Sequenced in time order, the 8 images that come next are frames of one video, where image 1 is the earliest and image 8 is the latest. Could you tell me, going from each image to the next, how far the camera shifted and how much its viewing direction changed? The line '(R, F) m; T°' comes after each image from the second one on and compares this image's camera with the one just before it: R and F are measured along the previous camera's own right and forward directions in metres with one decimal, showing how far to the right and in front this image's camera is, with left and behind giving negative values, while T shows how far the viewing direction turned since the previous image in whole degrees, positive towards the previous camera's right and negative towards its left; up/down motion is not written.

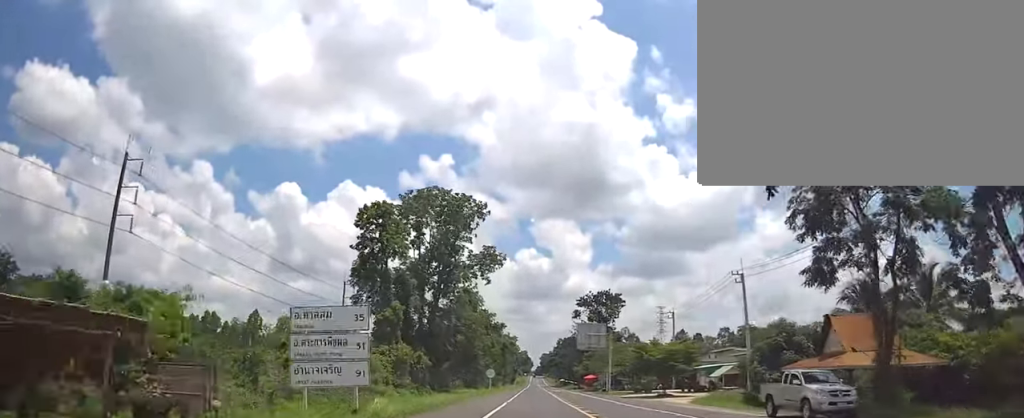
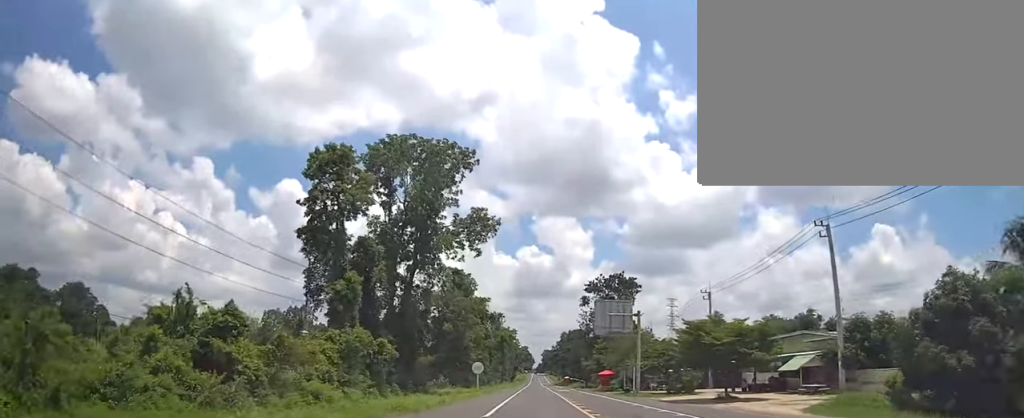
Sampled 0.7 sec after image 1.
(-0.2, +18.1) m; 0°
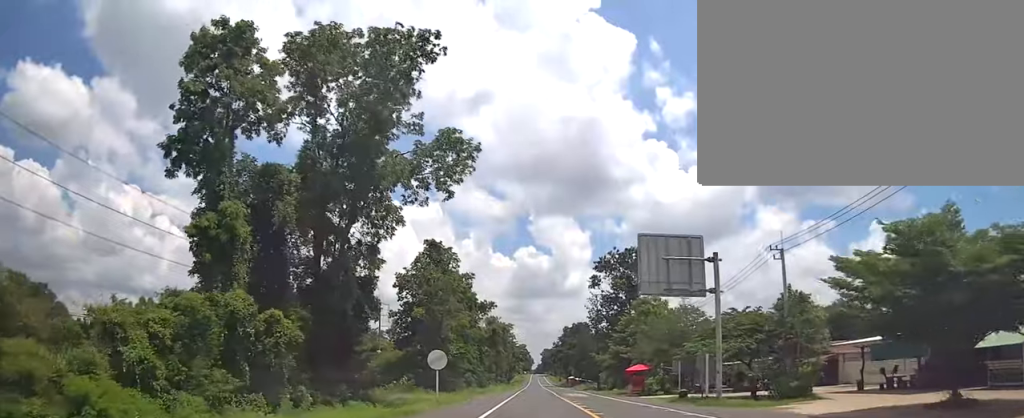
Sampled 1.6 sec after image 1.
(+0.2, +22.3) m; +1°
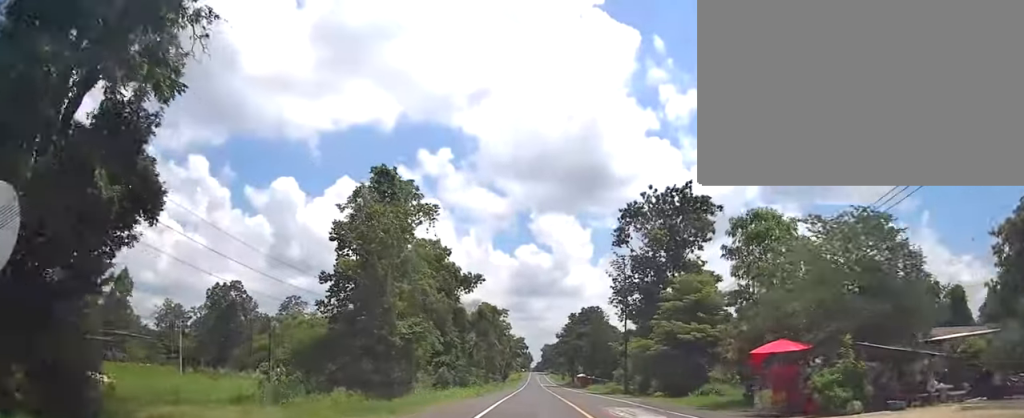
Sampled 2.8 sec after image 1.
(+0.2, +28.8) m; -1°
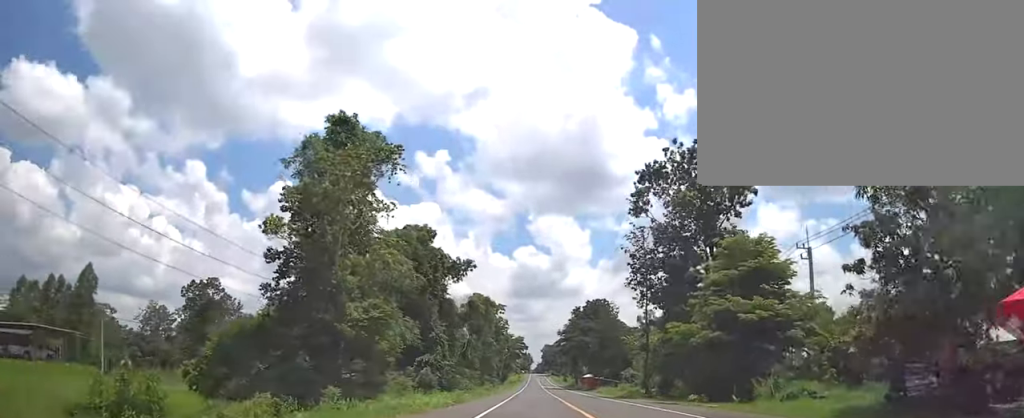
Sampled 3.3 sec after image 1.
(-0.2, +12.6) m; -1°
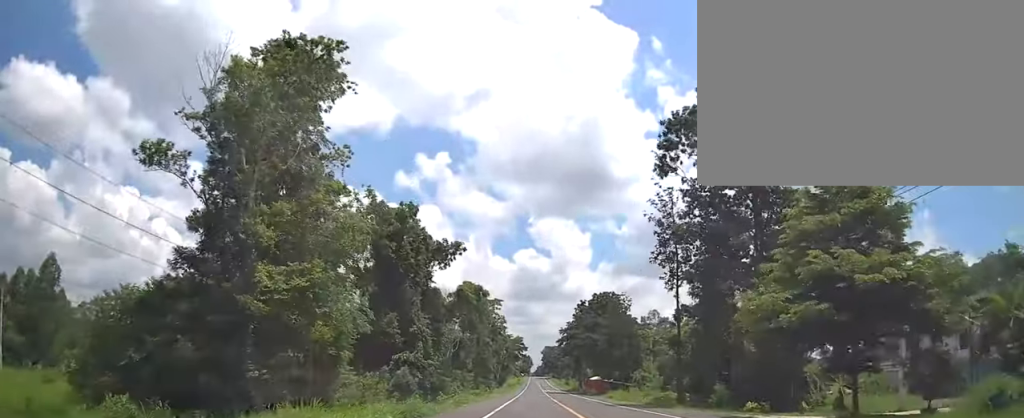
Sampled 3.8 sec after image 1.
(0.0, +11.7) m; 0°
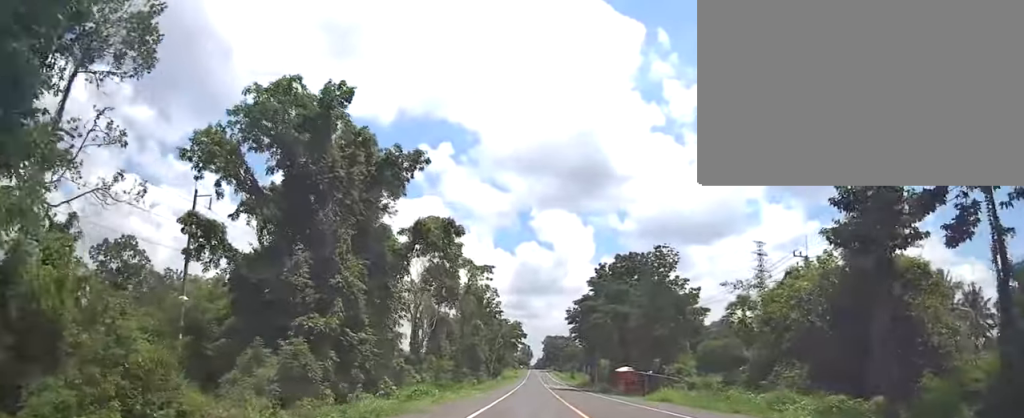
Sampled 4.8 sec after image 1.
(0.0, +25.2) m; 0°
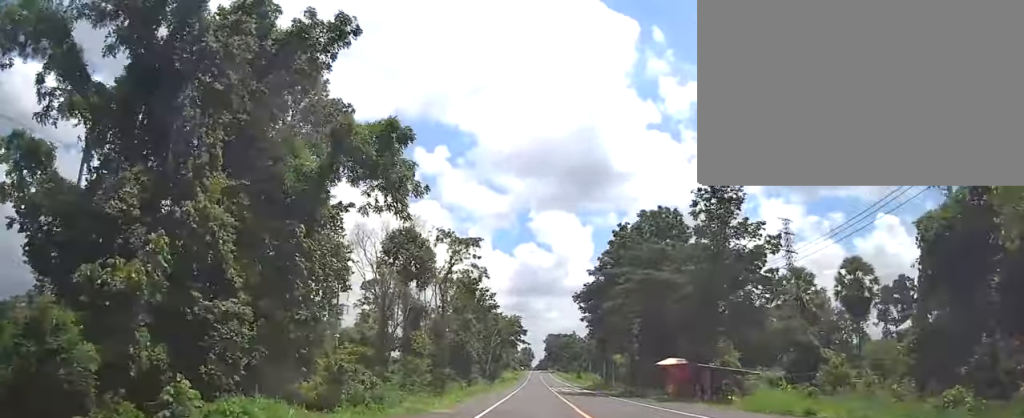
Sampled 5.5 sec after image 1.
(0.0, +17.6) m; 0°
